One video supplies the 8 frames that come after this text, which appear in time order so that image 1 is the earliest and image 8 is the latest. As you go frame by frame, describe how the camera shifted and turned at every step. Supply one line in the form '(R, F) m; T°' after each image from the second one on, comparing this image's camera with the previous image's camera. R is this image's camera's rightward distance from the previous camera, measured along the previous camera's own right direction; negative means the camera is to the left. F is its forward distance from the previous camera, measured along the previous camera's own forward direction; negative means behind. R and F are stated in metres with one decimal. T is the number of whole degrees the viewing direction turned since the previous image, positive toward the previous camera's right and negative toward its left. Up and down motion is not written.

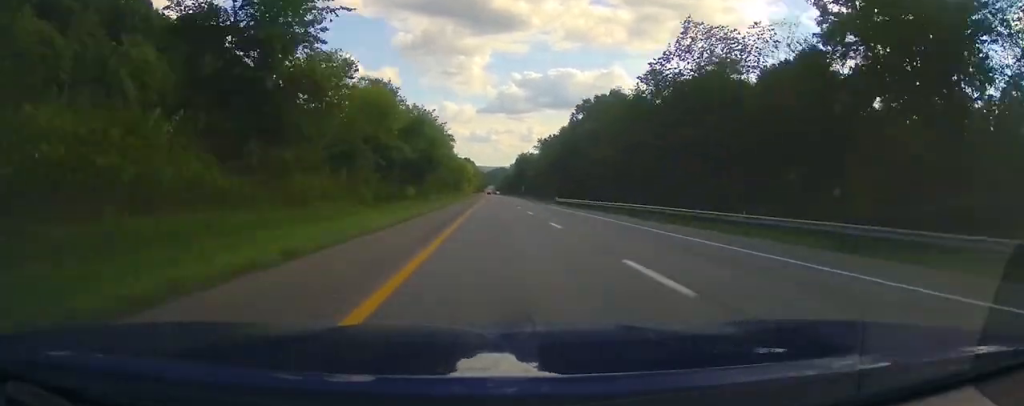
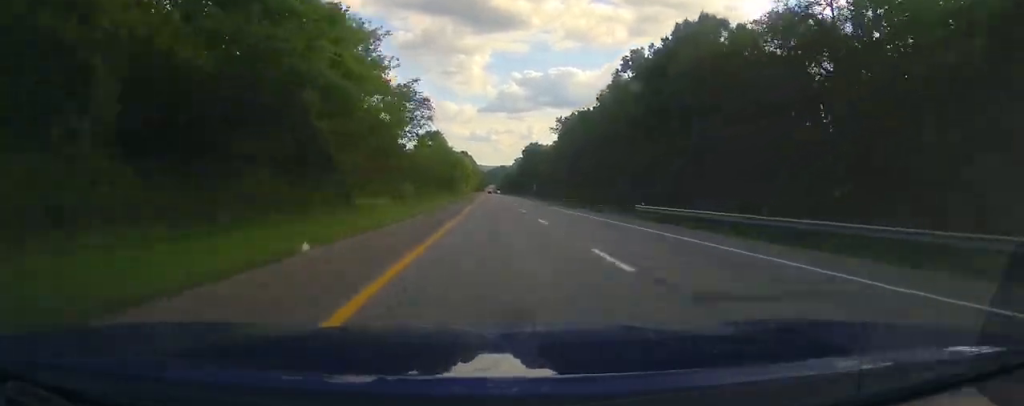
(0.0, +46.8) m; 0°
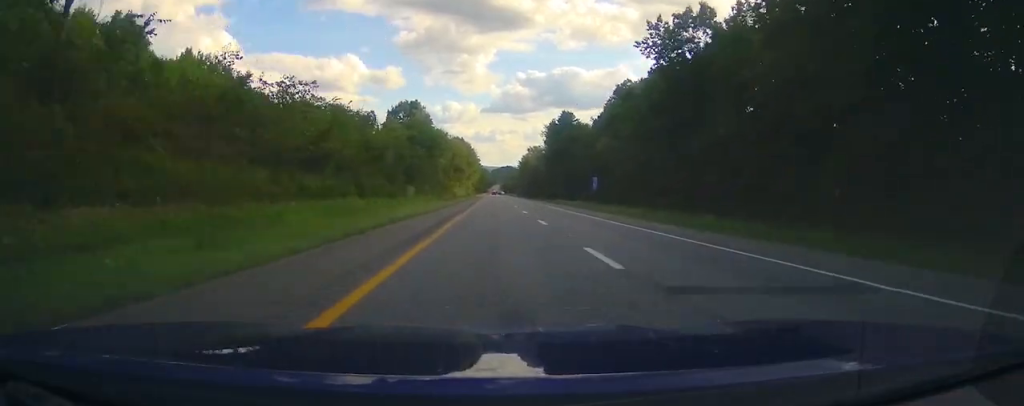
(0.0, +72.7) m; -1°
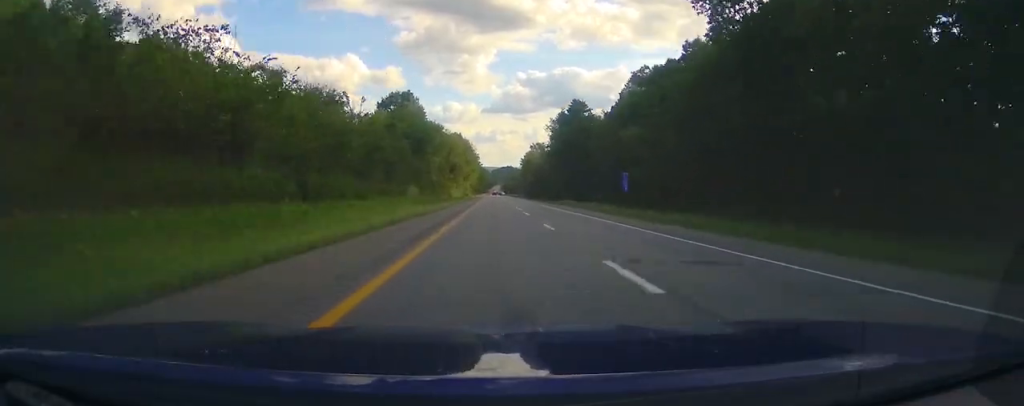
(-0.2, +14.1) m; 0°
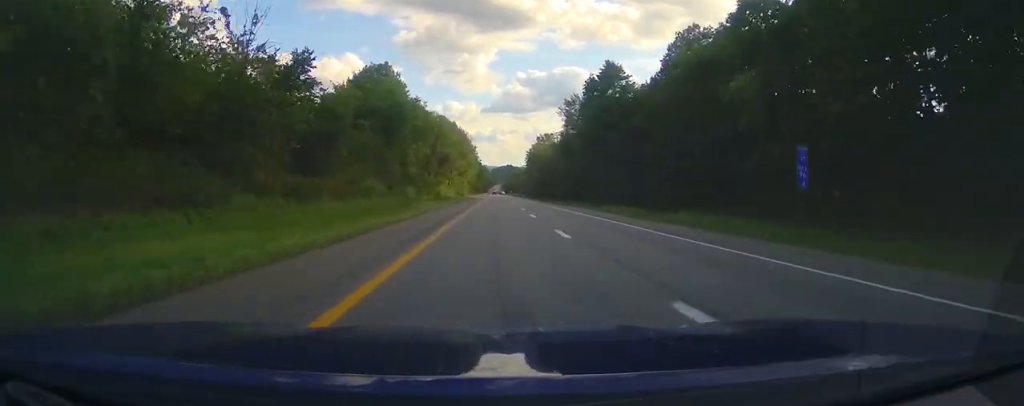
(-0.1, +28.2) m; 0°
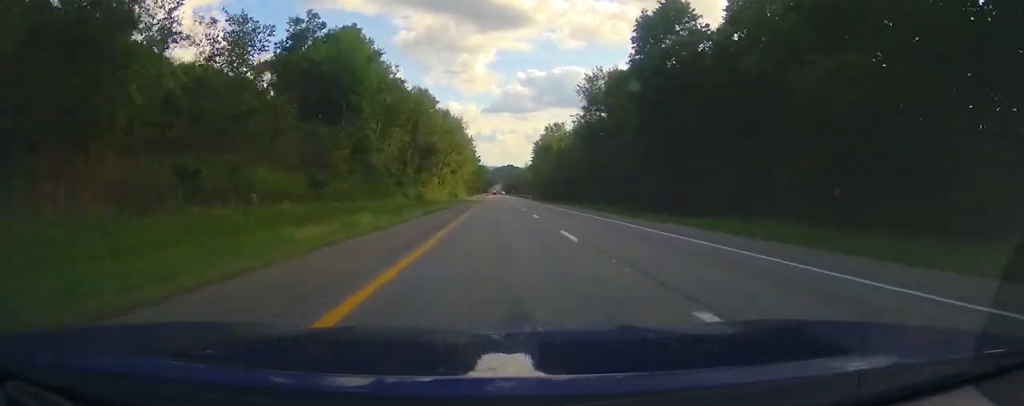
(+0.2, +24.9) m; 0°
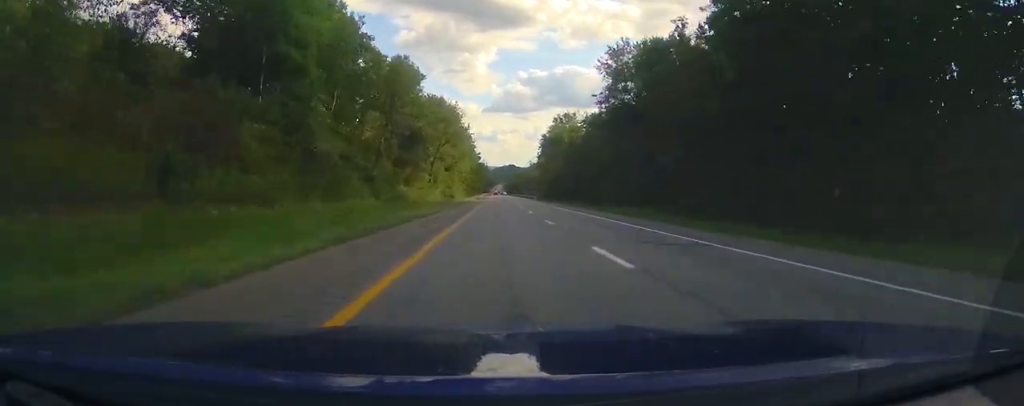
(-0.1, +17.3) m; 0°
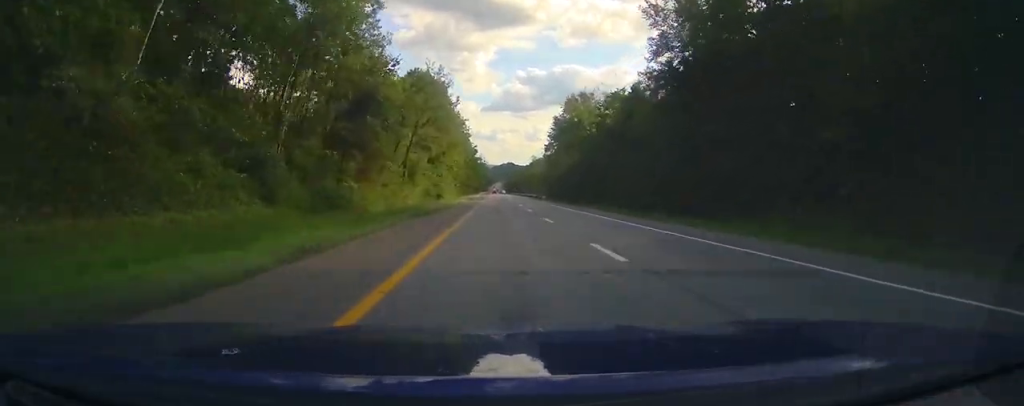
(0.0, +23.8) m; 0°
